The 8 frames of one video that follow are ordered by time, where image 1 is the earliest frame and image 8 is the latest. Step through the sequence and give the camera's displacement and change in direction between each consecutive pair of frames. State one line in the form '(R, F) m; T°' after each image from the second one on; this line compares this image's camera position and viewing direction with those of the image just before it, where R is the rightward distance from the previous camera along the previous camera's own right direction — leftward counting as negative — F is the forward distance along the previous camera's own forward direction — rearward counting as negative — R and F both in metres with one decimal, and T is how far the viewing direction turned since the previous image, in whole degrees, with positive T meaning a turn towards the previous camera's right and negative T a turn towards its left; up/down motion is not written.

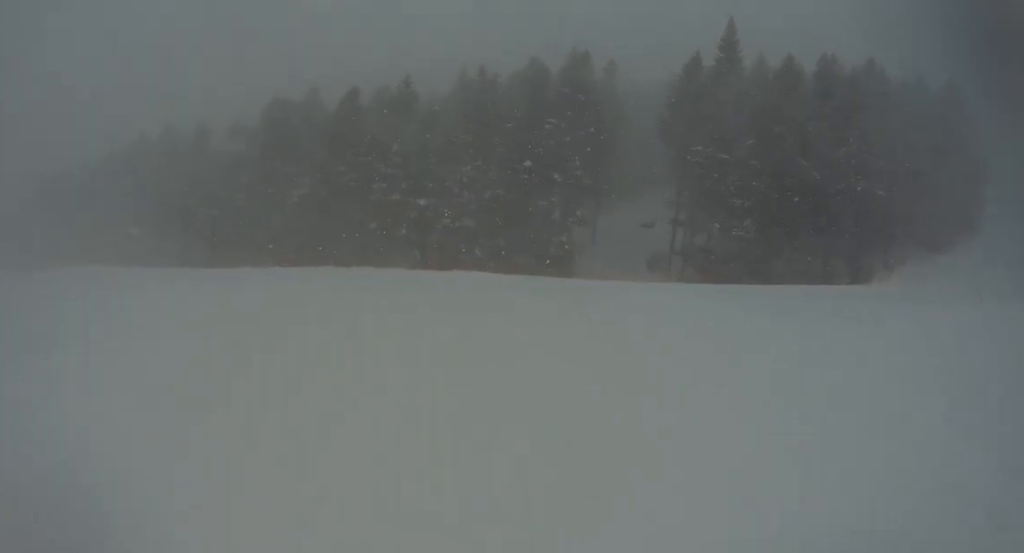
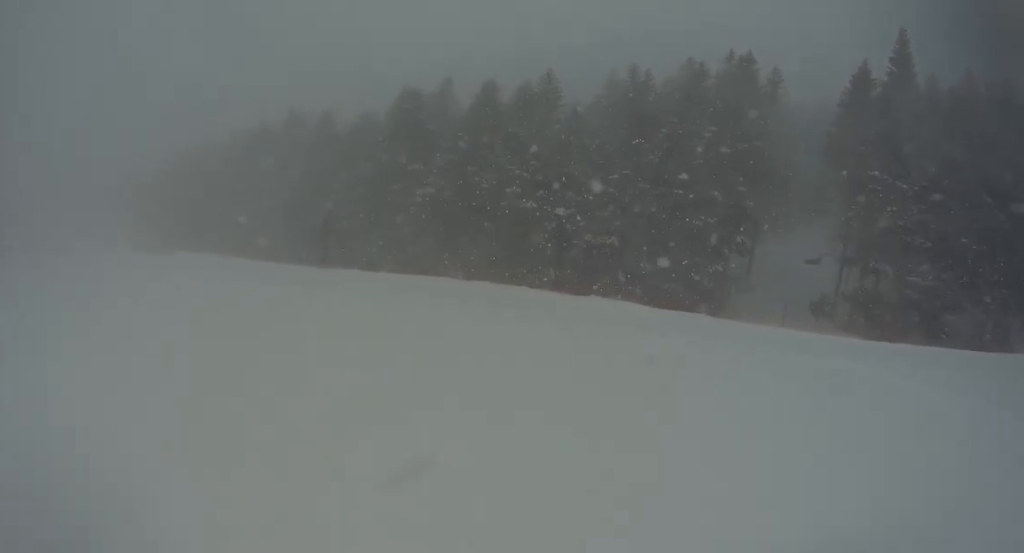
(-0.1, +6.5) m; +1°
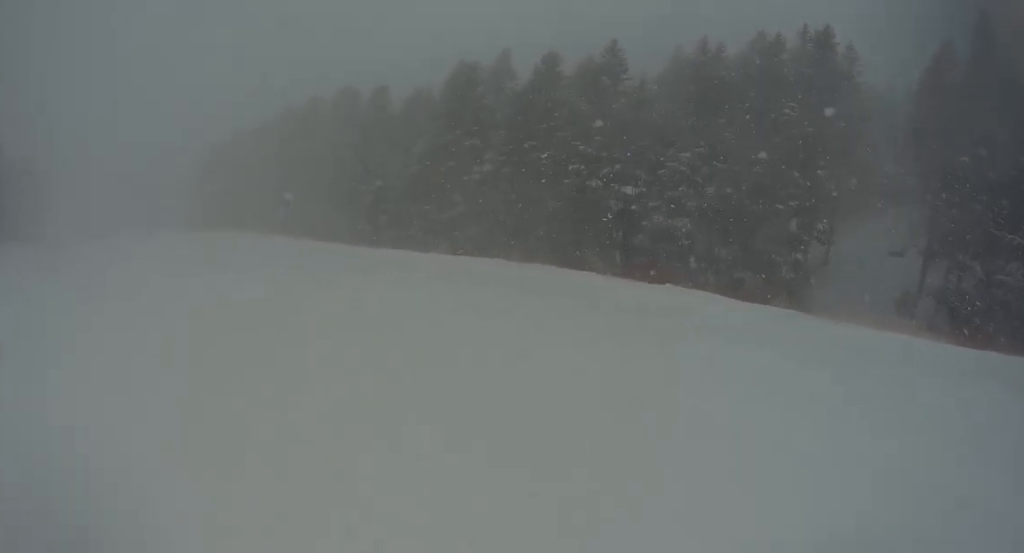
(-0.5, +3.7) m; 0°
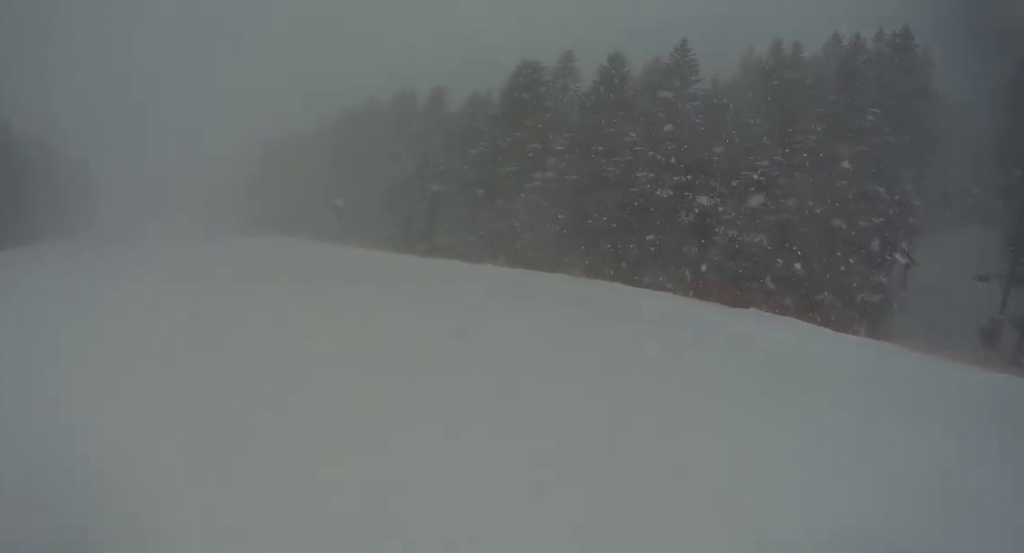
(+0.7, +3.4) m; 0°
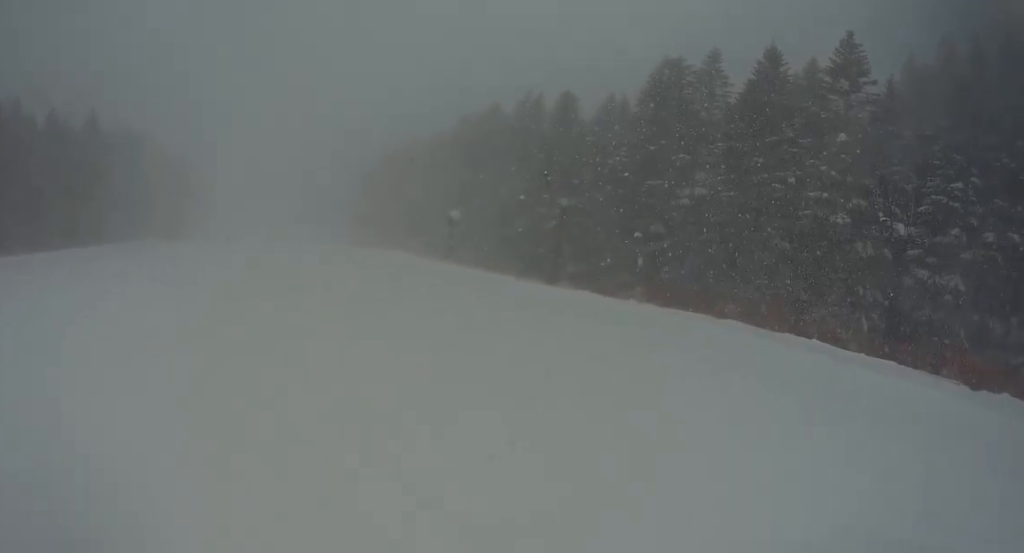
(-0.4, +8.2) m; +1°
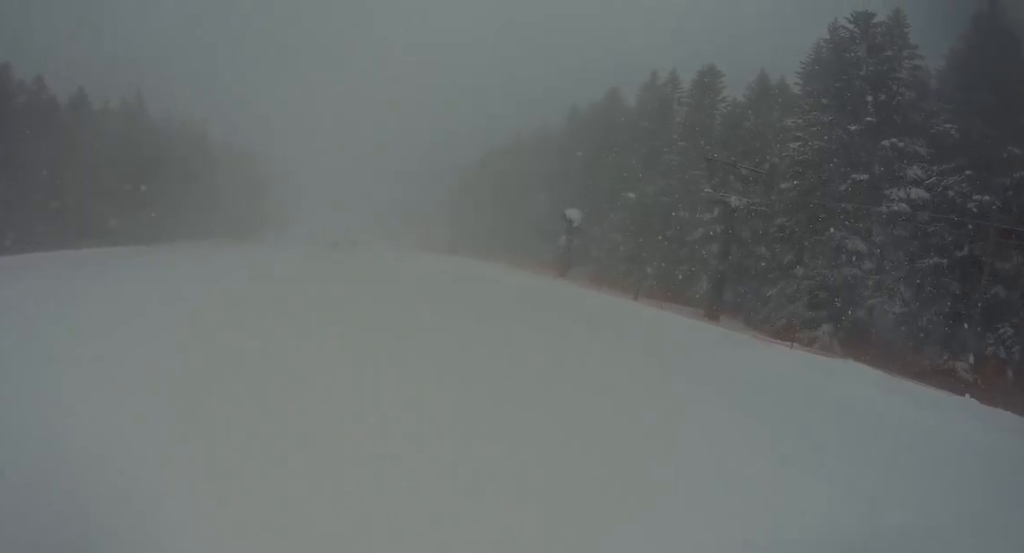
(+0.6, +13.4) m; -5°
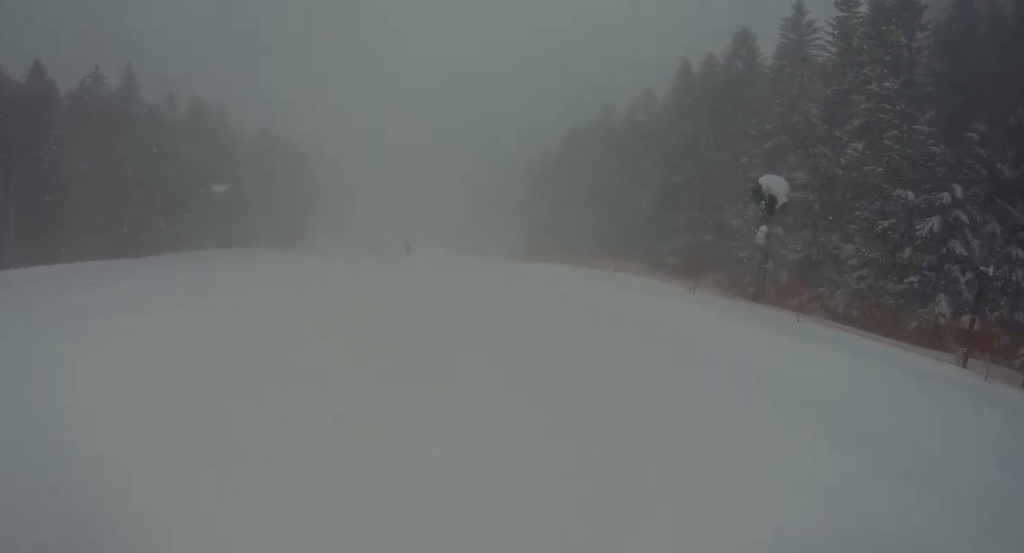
(-4.3, +15.3) m; -37°
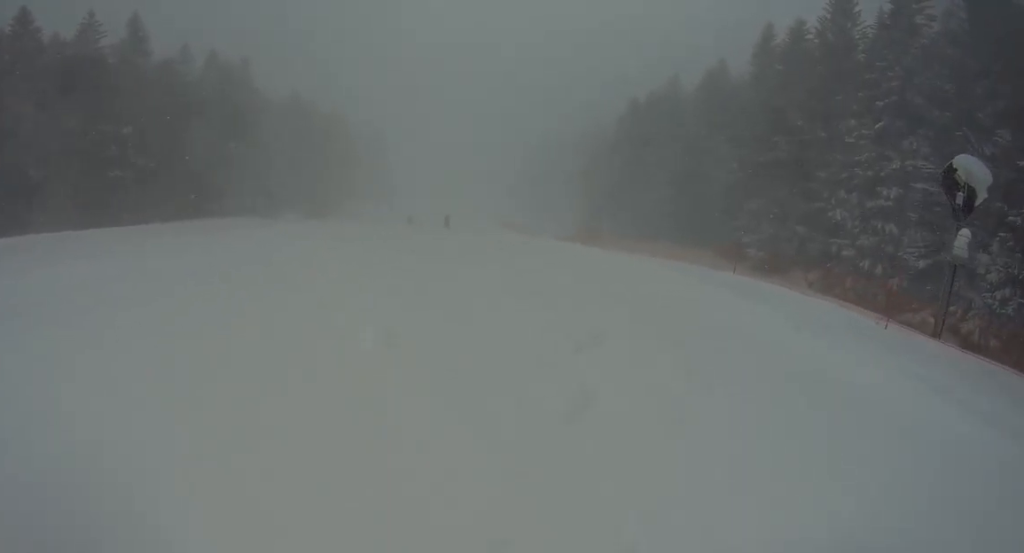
(-1.3, +6.9) m; -17°
